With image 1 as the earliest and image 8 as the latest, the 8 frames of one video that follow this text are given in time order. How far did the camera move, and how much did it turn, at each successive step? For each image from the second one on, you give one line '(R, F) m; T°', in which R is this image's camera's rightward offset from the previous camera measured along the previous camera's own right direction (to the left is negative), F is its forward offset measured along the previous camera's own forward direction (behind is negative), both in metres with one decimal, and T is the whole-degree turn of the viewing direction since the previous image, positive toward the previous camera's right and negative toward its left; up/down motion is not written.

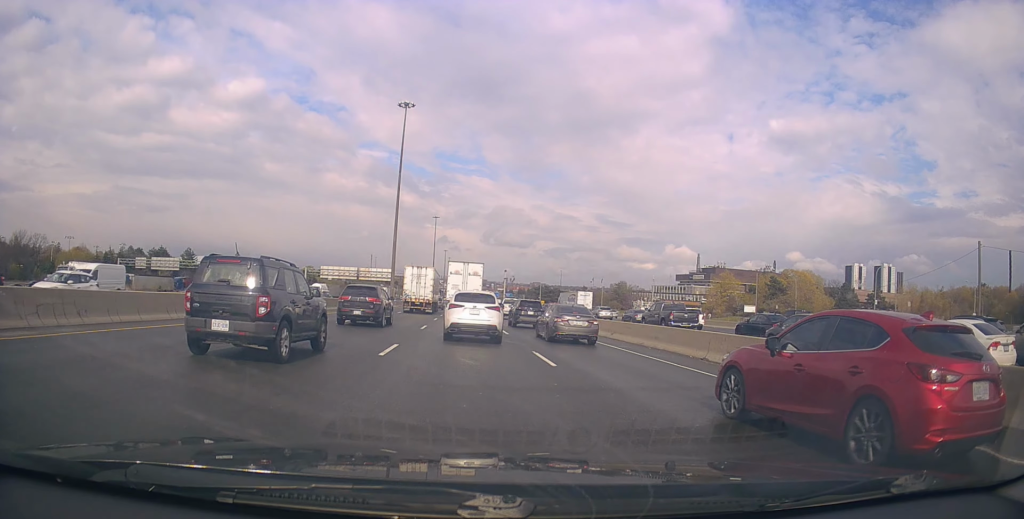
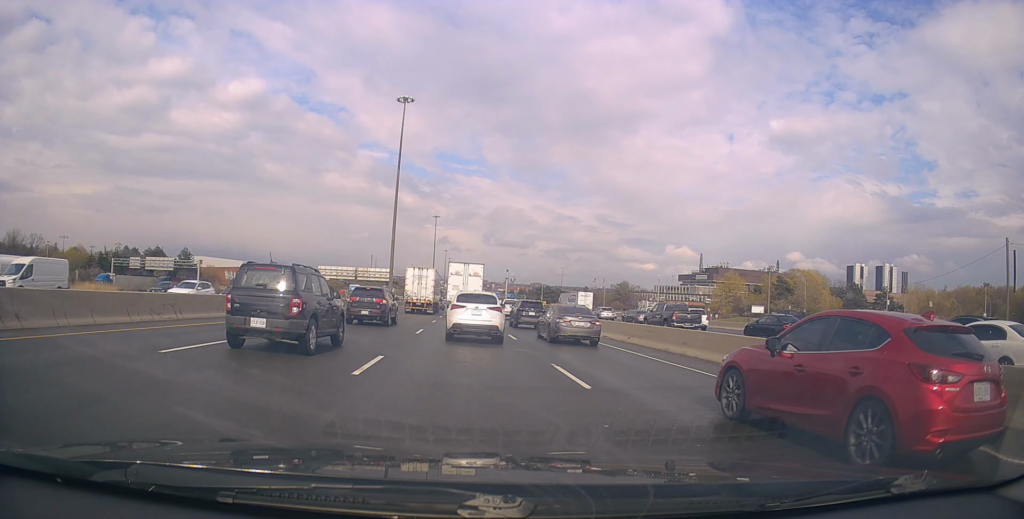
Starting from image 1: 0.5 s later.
(+0.1, +3.3) m; 0°
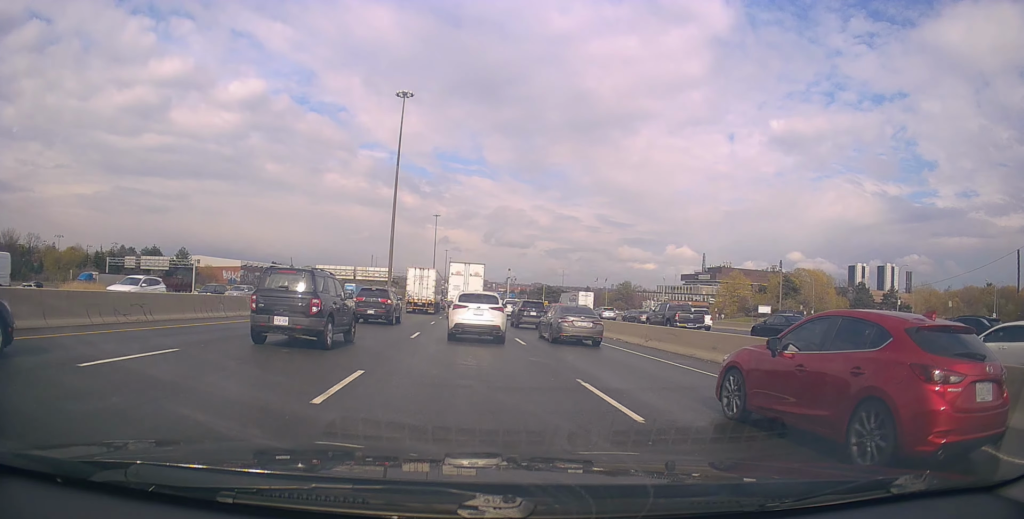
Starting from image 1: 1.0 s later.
(-0.1, +2.6) m; -2°
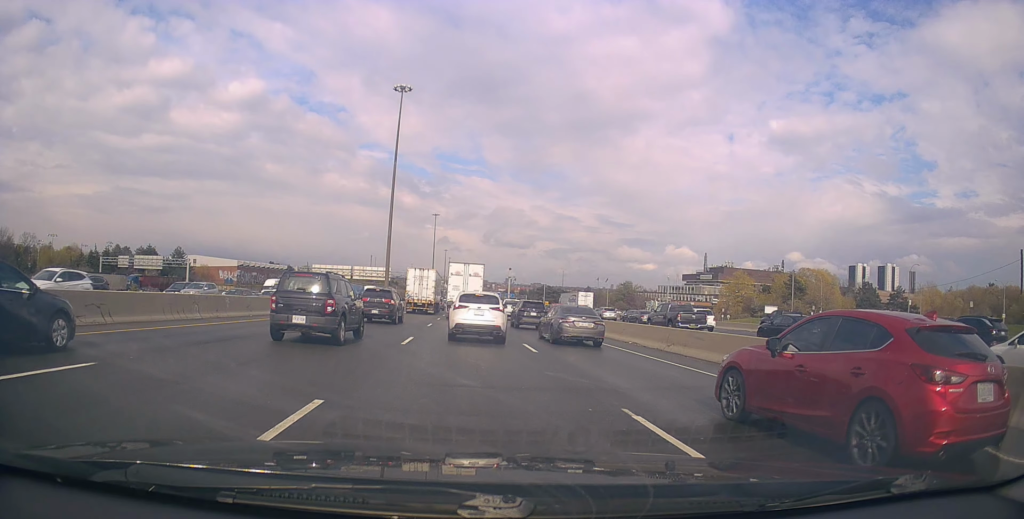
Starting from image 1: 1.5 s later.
(-0.1, +3.0) m; -2°
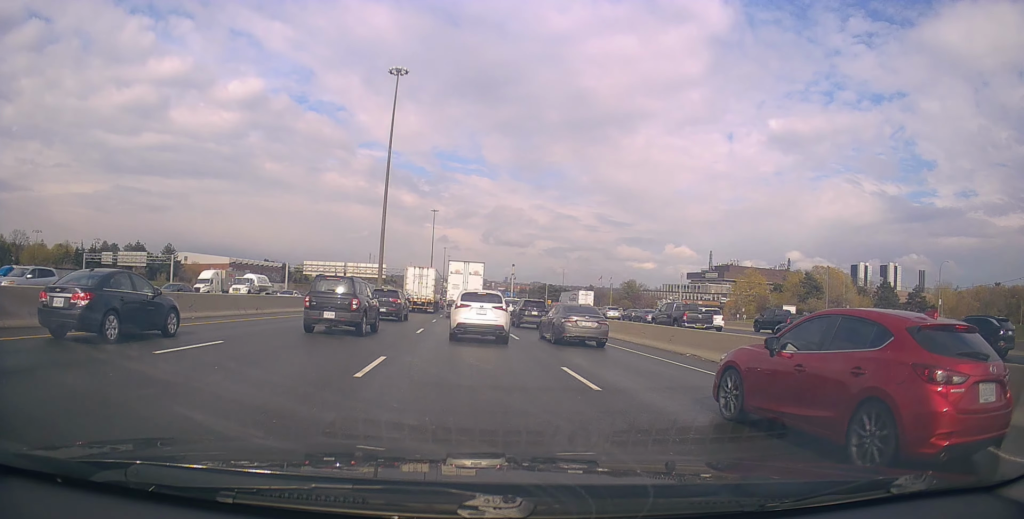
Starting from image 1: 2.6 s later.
(0.0, +6.8) m; +3°
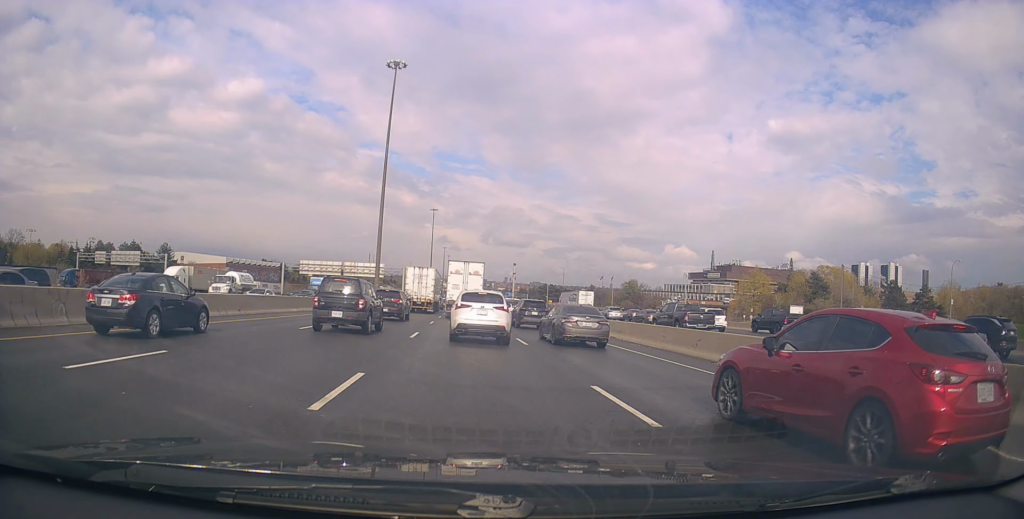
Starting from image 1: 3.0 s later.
(+0.2, +2.7) m; -1°
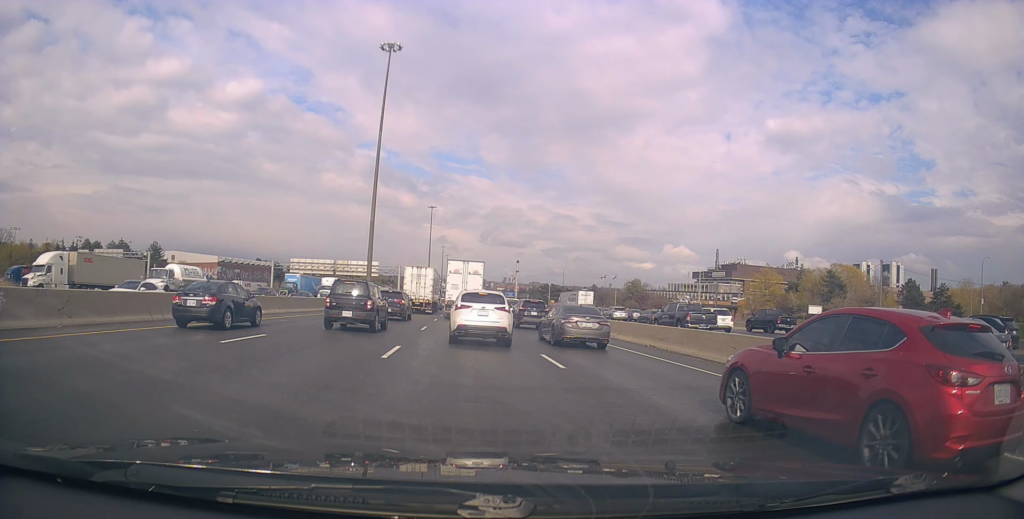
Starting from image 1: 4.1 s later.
(-0.3, +6.3) m; -4°
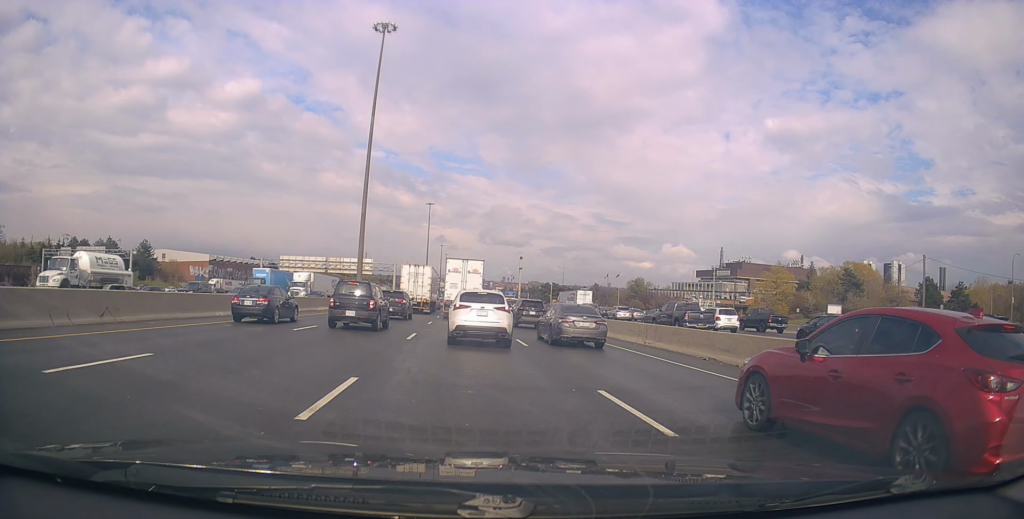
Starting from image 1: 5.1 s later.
(-0.1, +6.0) m; +2°
